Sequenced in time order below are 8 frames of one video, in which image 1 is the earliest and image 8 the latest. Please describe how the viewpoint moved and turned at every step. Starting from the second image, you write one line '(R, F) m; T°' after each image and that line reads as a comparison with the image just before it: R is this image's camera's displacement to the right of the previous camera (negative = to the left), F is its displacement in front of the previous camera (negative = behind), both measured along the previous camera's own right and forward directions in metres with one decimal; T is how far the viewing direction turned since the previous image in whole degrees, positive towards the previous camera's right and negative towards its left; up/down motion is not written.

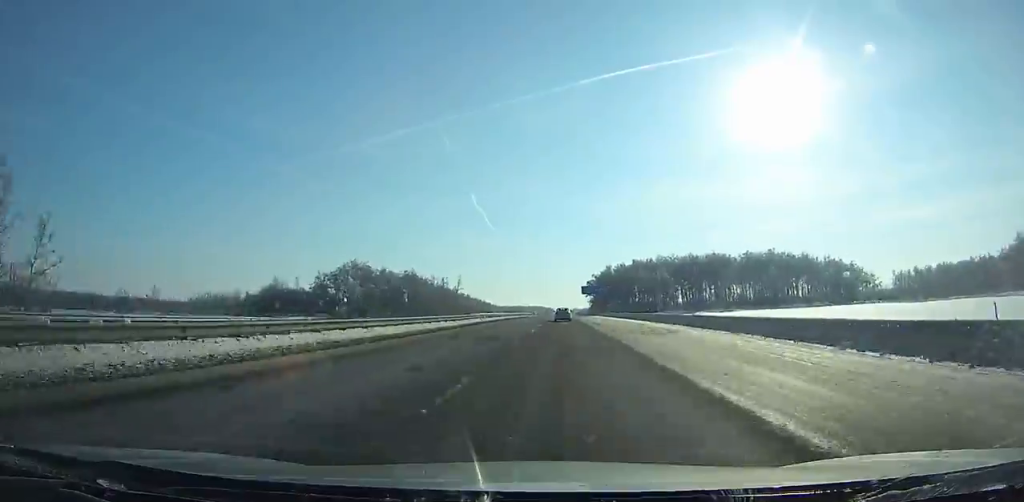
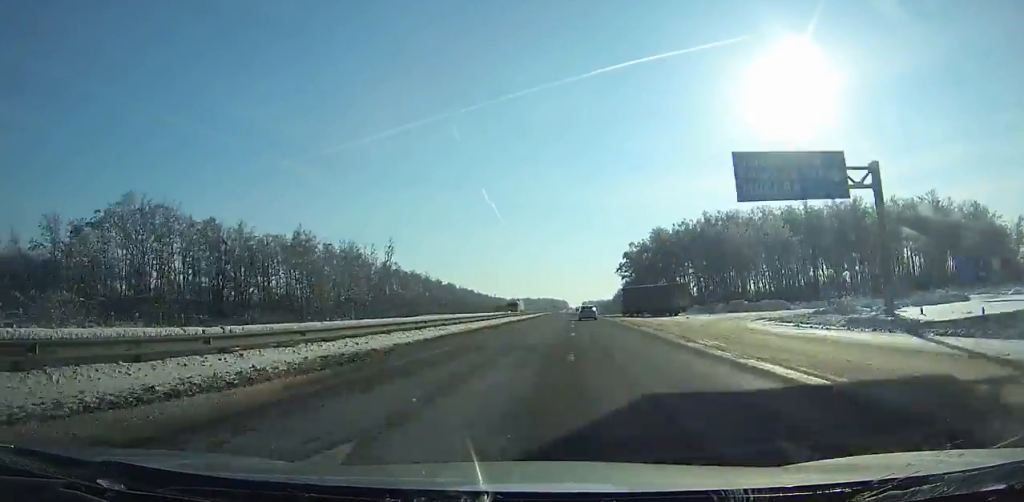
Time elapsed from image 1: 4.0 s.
(-1.2, +113.5) m; -1°
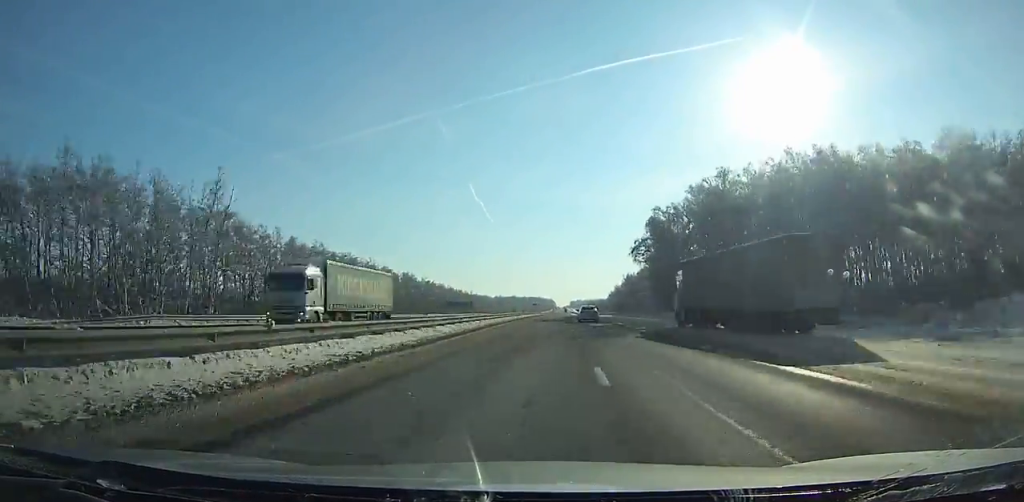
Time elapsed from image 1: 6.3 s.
(+0.4, +65.3) m; +1°
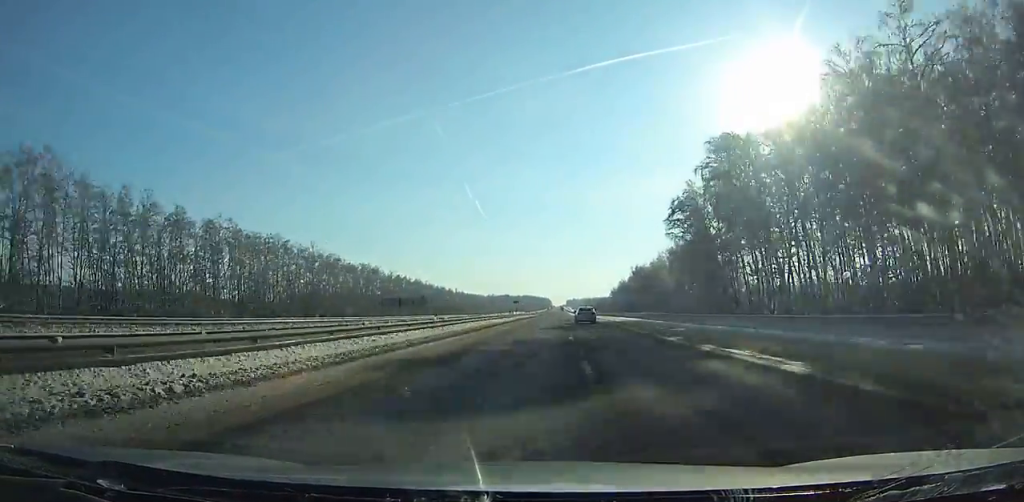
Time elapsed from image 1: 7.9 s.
(+0.2, +45.2) m; 0°
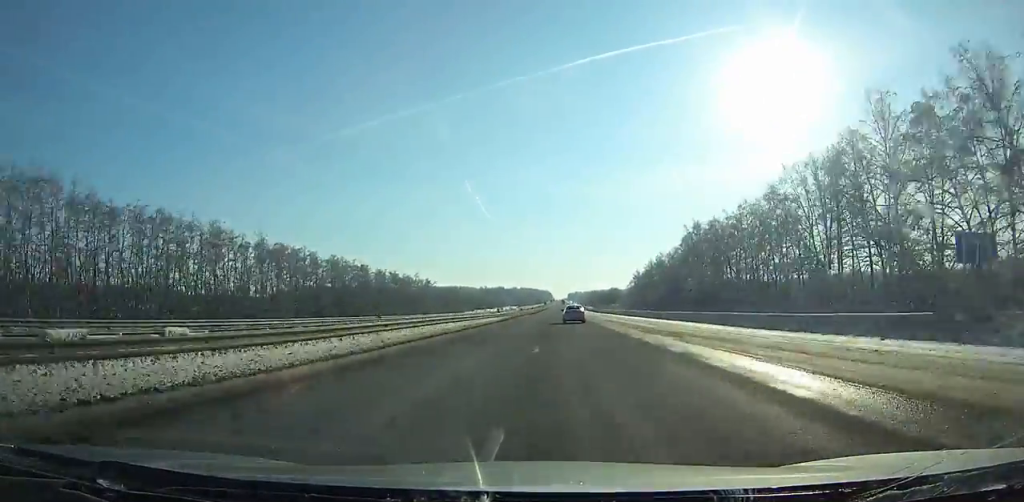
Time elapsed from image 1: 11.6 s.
(+0.4, +104.6) m; 0°
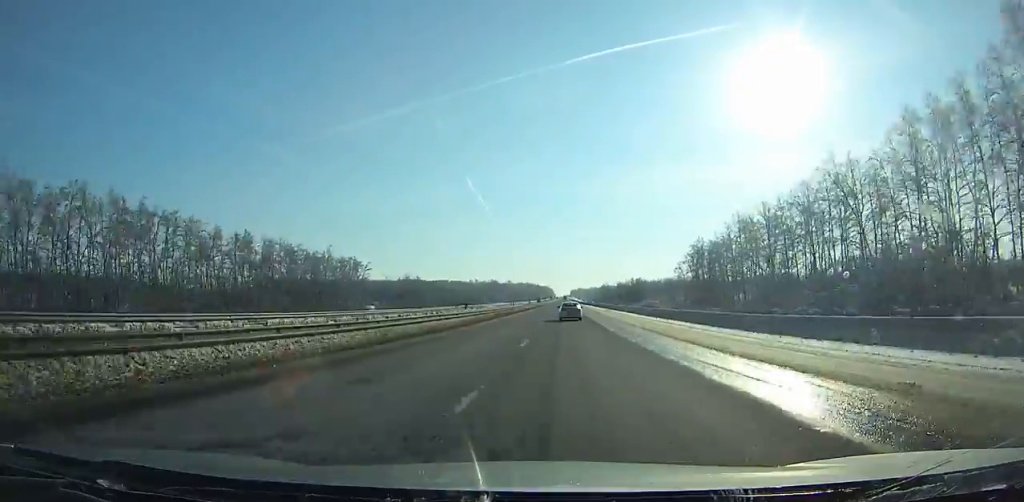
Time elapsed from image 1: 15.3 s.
(+0.4, +104.3) m; 0°
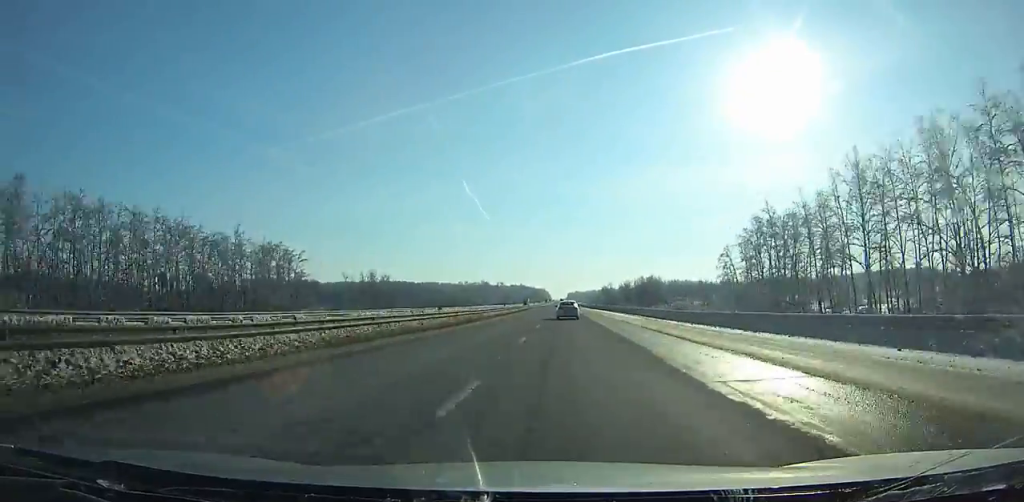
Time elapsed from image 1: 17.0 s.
(+0.1, +47.8) m; 0°
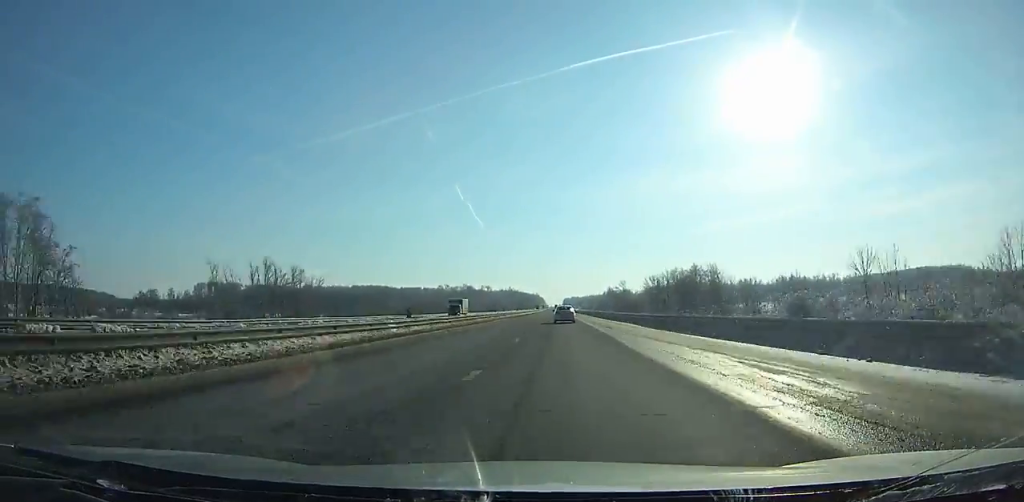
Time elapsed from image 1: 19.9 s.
(0.0, +81.6) m; 0°
